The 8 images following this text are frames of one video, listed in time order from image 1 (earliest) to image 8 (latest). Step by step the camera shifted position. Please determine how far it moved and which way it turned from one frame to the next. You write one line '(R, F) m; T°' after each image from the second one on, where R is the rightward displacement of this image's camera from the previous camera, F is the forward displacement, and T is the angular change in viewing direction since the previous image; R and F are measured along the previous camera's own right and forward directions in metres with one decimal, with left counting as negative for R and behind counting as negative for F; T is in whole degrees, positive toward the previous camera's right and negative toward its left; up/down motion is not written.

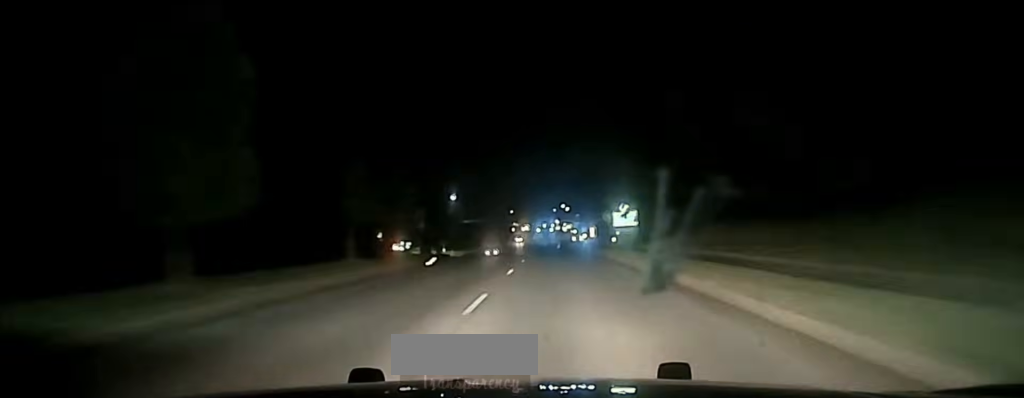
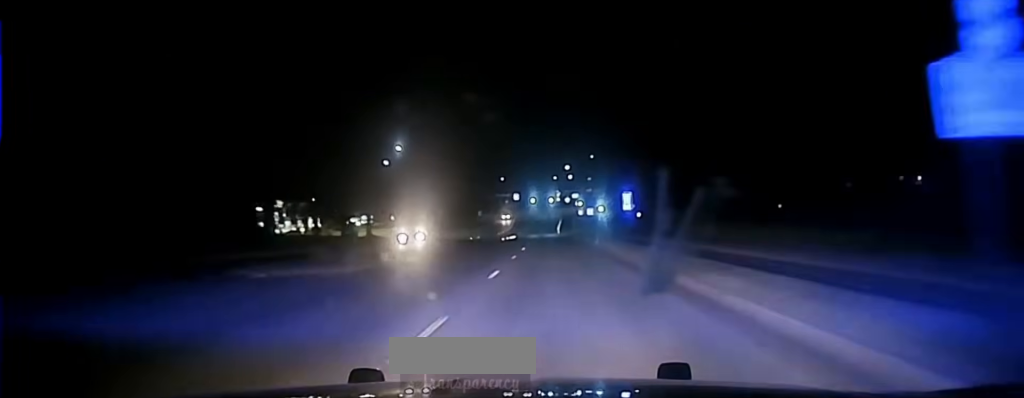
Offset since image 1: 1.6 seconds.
(0.0, +65.8) m; 0°
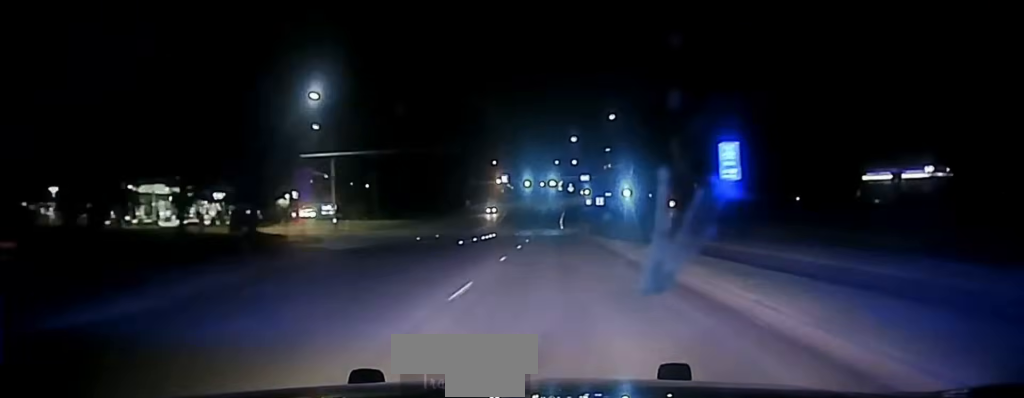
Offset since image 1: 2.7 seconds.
(0.0, +47.4) m; 0°
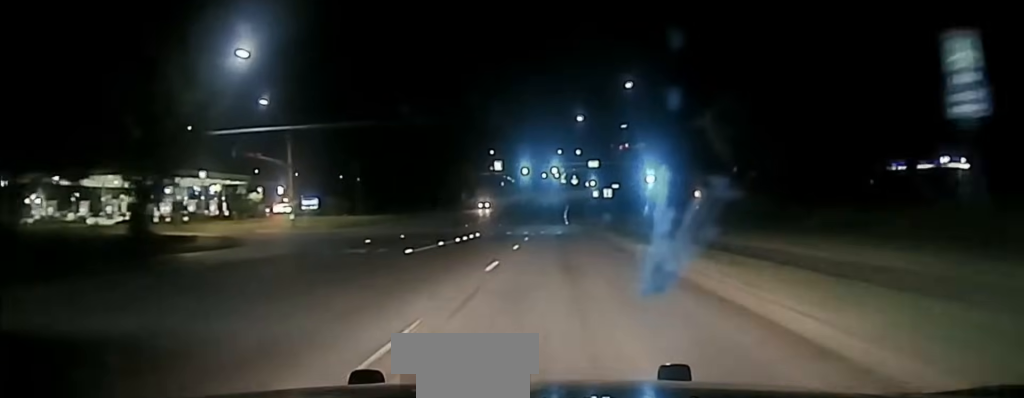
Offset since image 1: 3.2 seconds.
(+0.1, +23.5) m; 0°
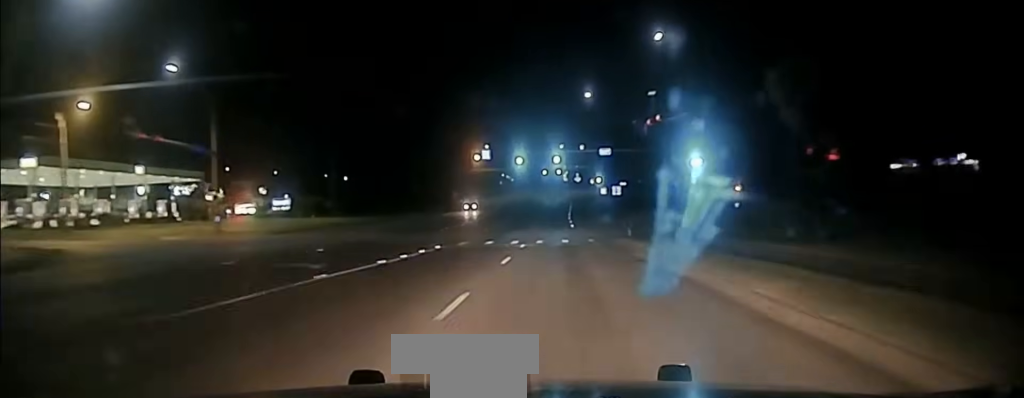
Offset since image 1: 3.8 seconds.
(-0.1, +22.3) m; 0°
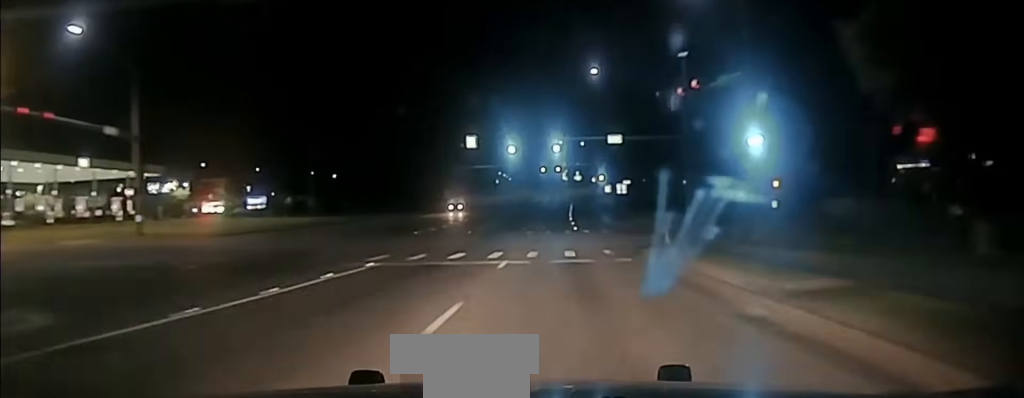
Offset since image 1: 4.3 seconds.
(-0.1, +16.6) m; 0°
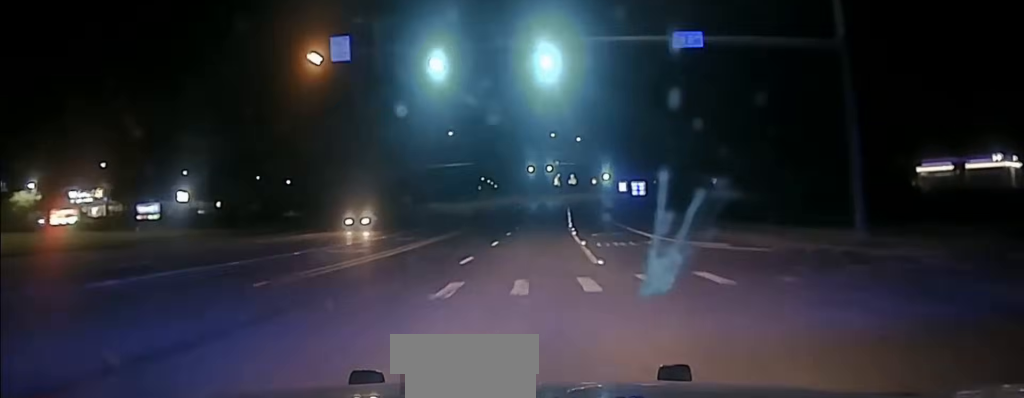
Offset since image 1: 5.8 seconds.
(+0.2, +40.1) m; 0°
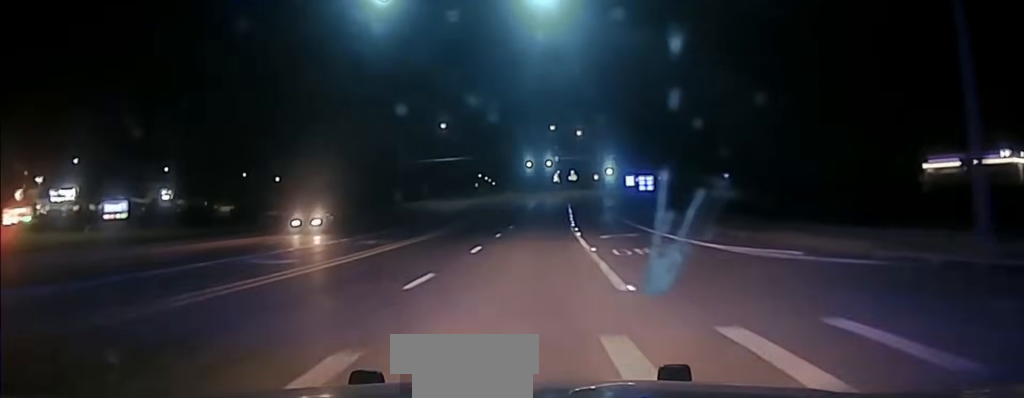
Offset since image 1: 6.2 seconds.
(+0.1, +8.7) m; 0°
